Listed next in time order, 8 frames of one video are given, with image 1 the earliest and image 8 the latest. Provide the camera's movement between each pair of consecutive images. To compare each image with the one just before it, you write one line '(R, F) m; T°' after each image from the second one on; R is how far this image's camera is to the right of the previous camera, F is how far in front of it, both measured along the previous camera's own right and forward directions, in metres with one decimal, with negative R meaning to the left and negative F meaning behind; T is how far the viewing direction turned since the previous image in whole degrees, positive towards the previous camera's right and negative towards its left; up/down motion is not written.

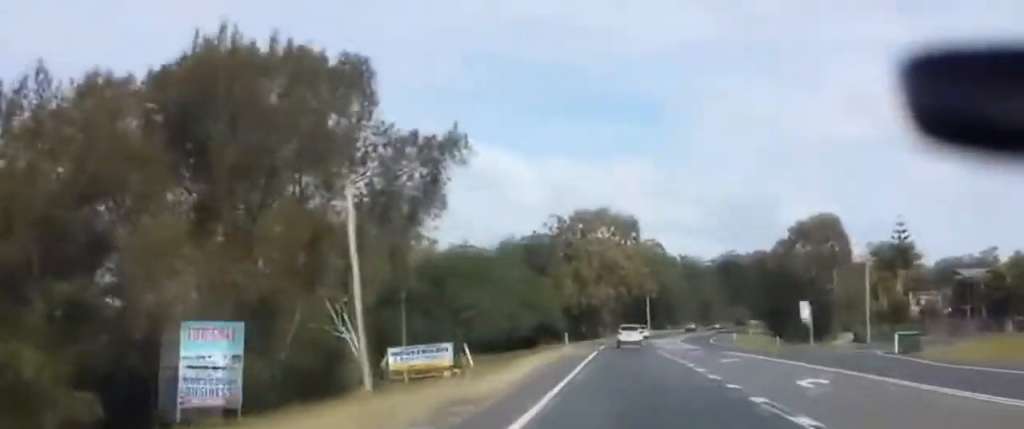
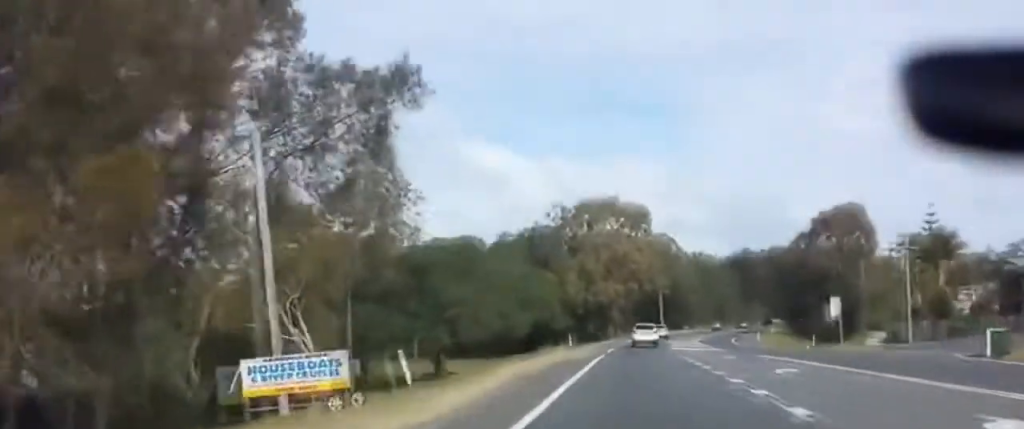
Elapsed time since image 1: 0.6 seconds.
(-0.1, +10.7) m; -1°
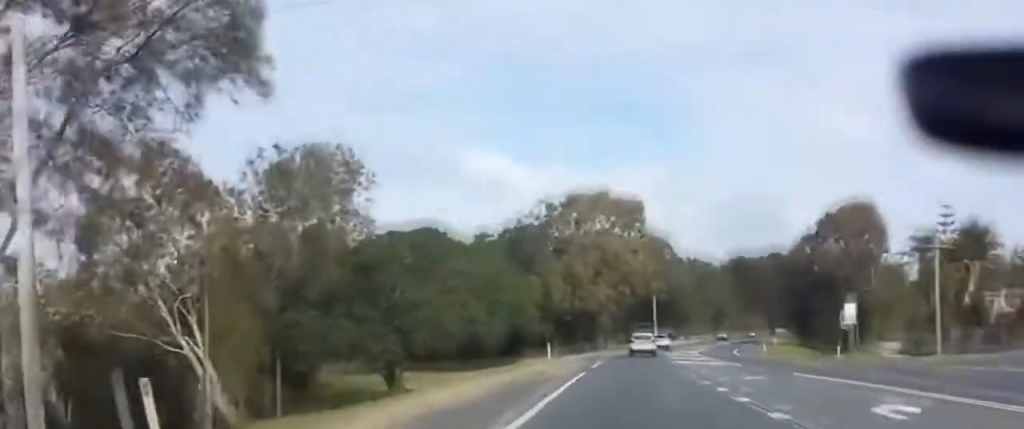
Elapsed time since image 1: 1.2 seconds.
(-0.1, +11.3) m; -1°
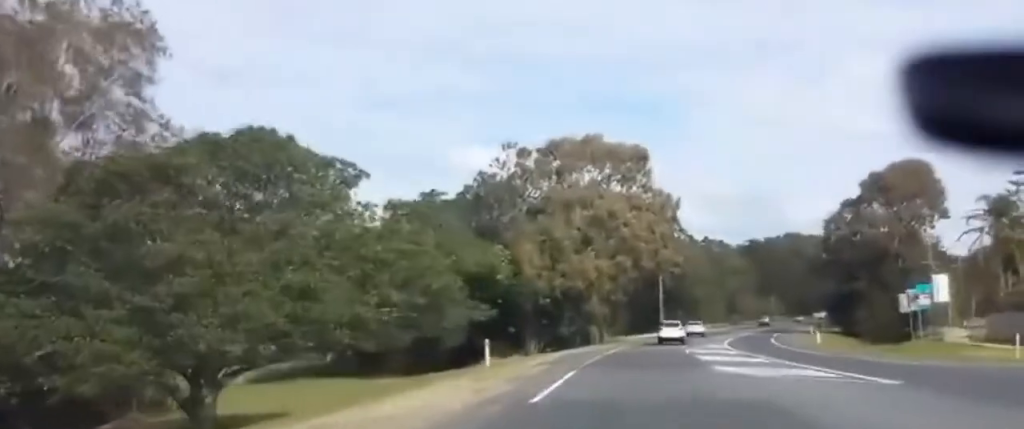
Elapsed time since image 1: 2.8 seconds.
(-0.3, +27.2) m; +1°
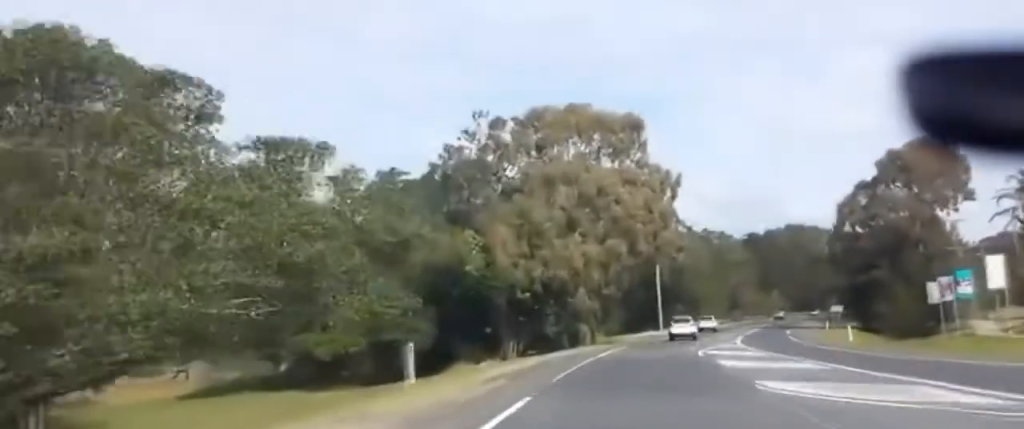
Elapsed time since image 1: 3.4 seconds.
(+0.1, +11.3) m; +1°
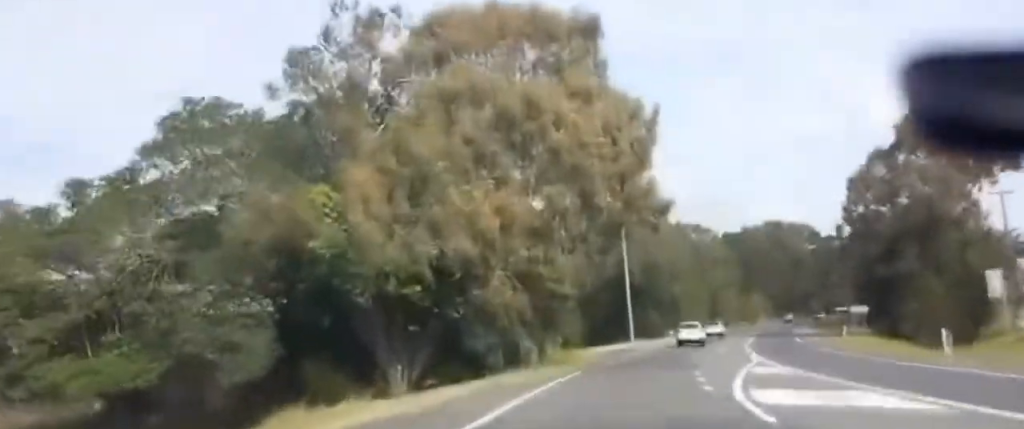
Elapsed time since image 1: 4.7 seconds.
(+0.2, +23.9) m; +1°
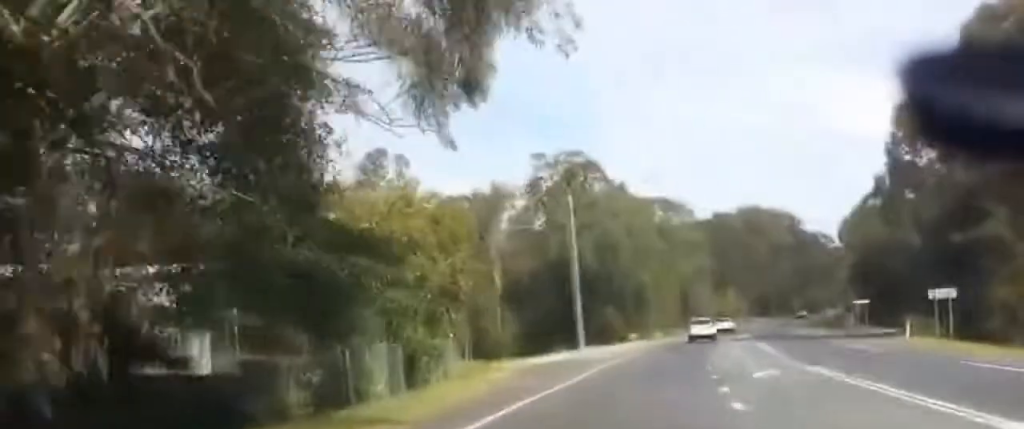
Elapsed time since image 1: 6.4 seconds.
(+0.6, +30.7) m; +2°
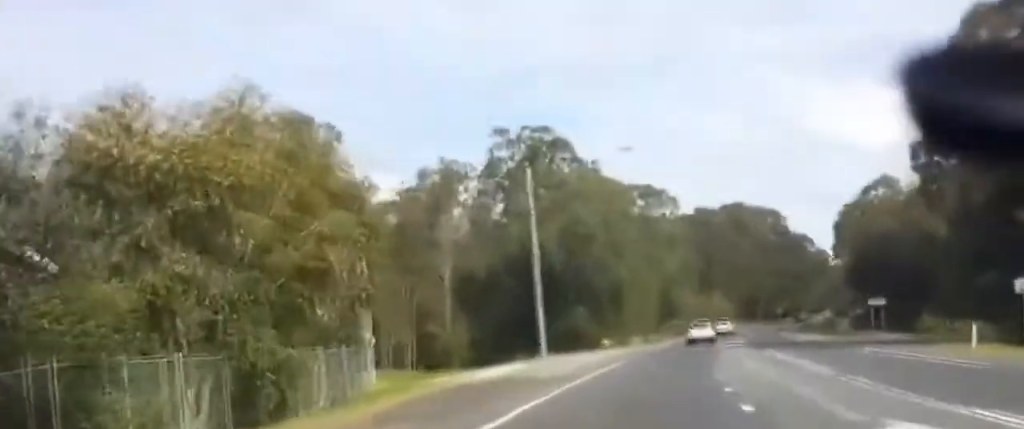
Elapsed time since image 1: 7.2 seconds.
(+0.4, +14.5) m; 0°
